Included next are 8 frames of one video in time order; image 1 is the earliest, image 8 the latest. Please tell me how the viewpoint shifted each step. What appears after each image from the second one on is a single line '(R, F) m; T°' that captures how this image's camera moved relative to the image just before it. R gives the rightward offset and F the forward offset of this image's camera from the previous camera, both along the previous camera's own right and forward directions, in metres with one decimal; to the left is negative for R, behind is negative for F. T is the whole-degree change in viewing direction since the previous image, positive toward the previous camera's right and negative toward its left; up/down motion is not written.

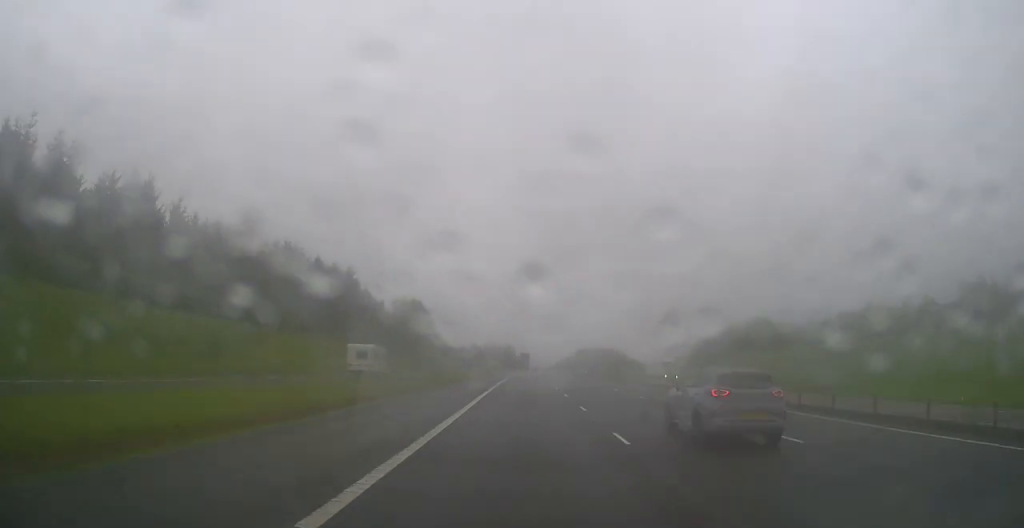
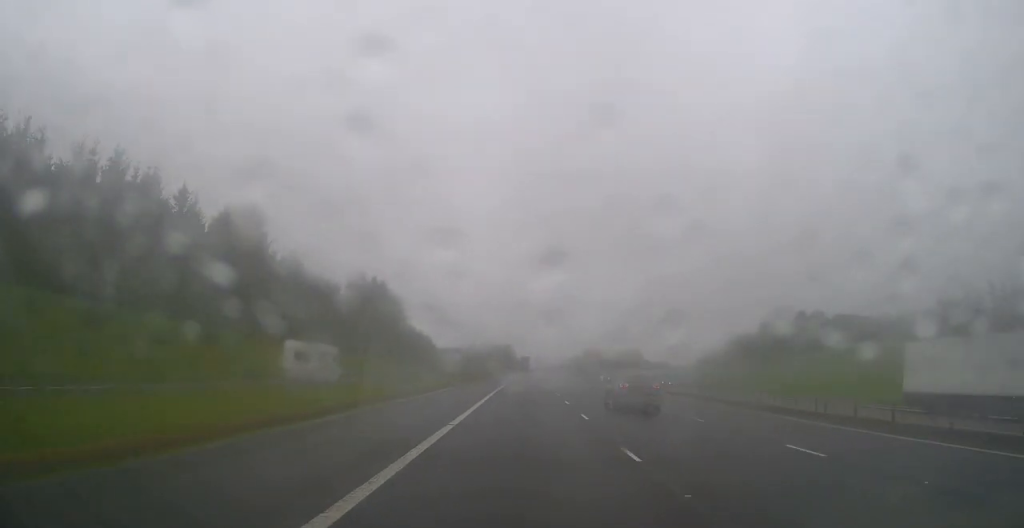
(+0.1, +45.9) m; 0°
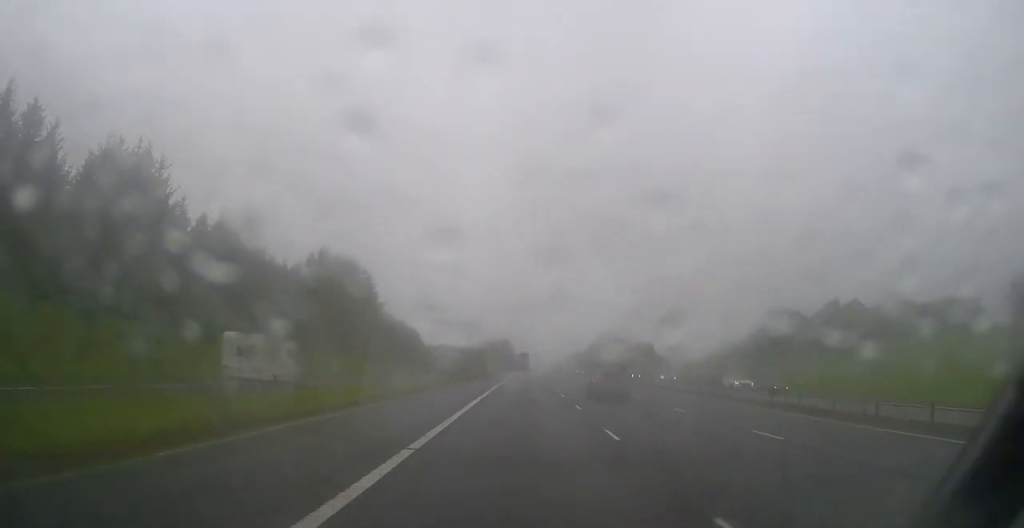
(-0.1, +24.6) m; 0°
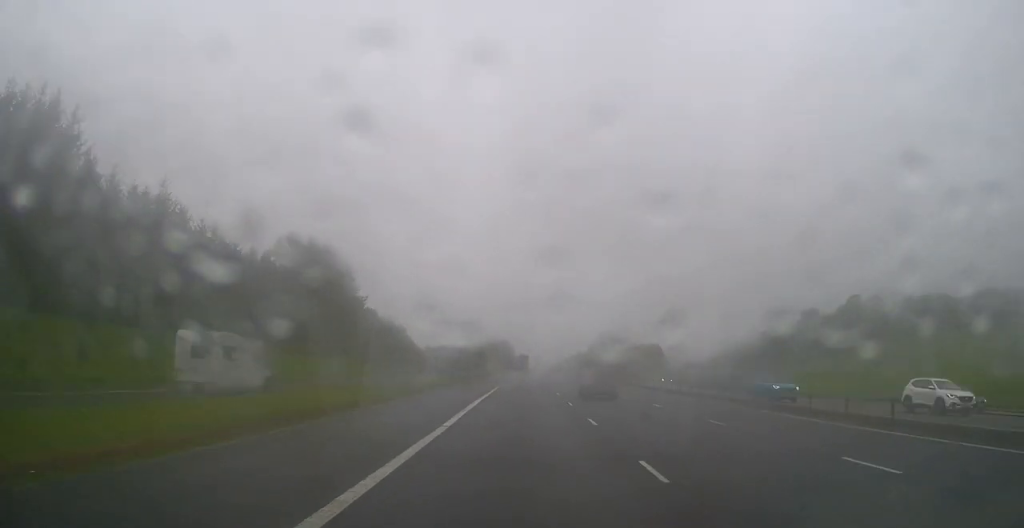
(+0.1, +14.0) m; 0°
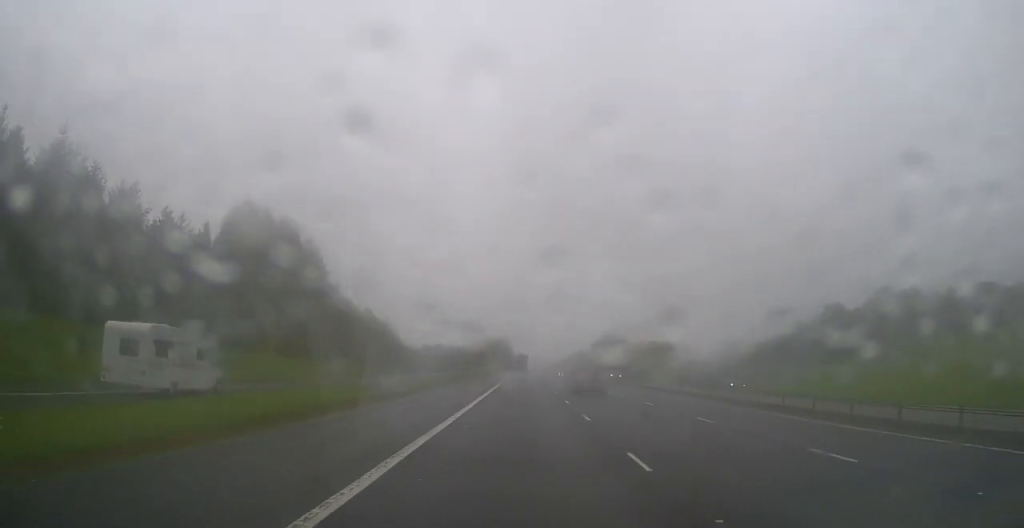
(0.0, +16.6) m; 0°
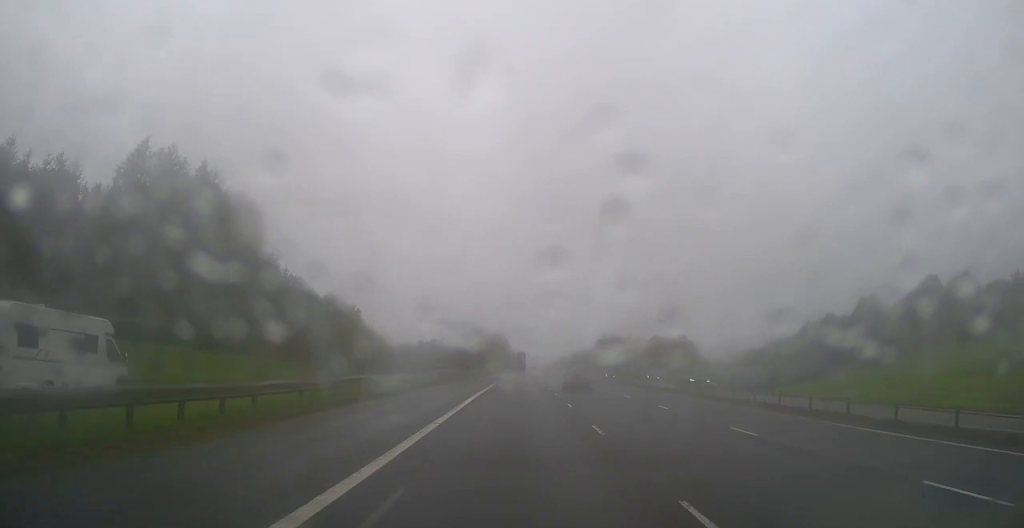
(0.0, +22.5) m; 0°
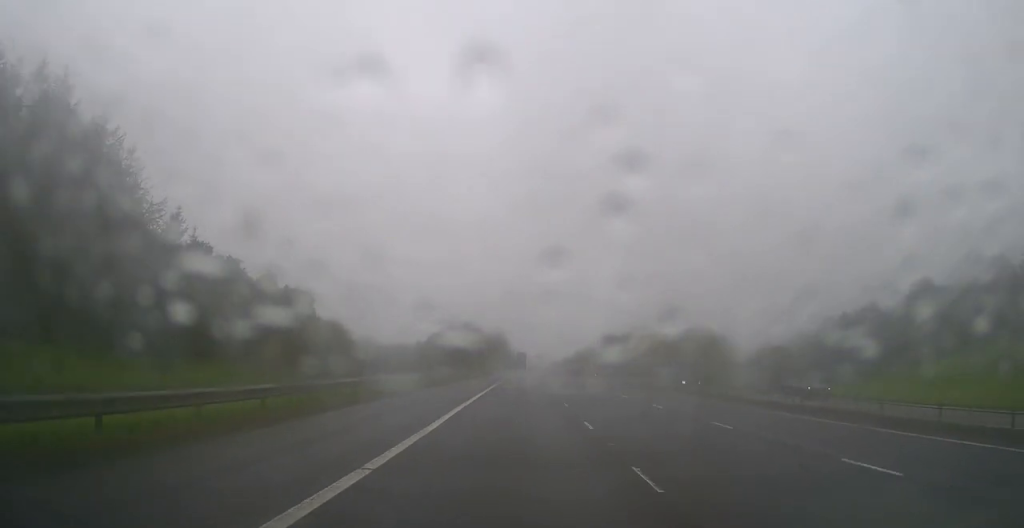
(0.0, +24.9) m; 0°
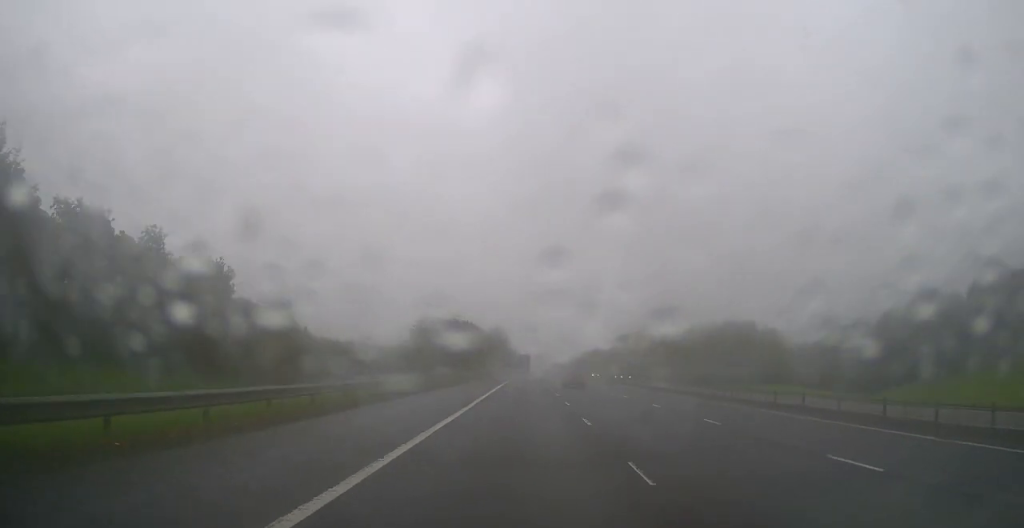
(0.0, +25.5) m; 0°
